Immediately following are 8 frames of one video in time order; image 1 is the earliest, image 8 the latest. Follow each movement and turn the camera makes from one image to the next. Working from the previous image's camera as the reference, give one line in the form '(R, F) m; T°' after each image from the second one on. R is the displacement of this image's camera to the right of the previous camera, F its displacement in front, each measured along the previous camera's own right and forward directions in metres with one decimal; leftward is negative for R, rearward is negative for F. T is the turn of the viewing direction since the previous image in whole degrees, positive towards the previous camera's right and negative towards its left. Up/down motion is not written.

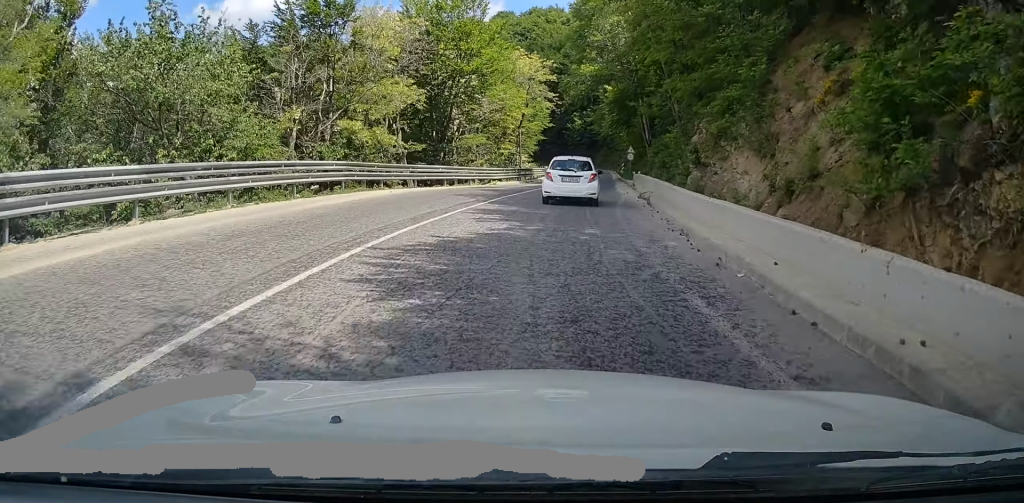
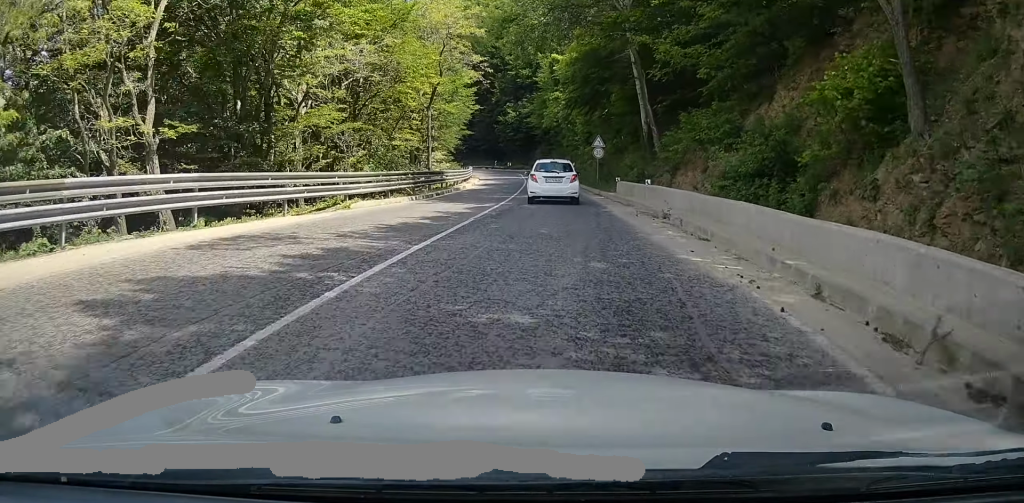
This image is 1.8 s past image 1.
(+1.4, +21.8) m; +7°
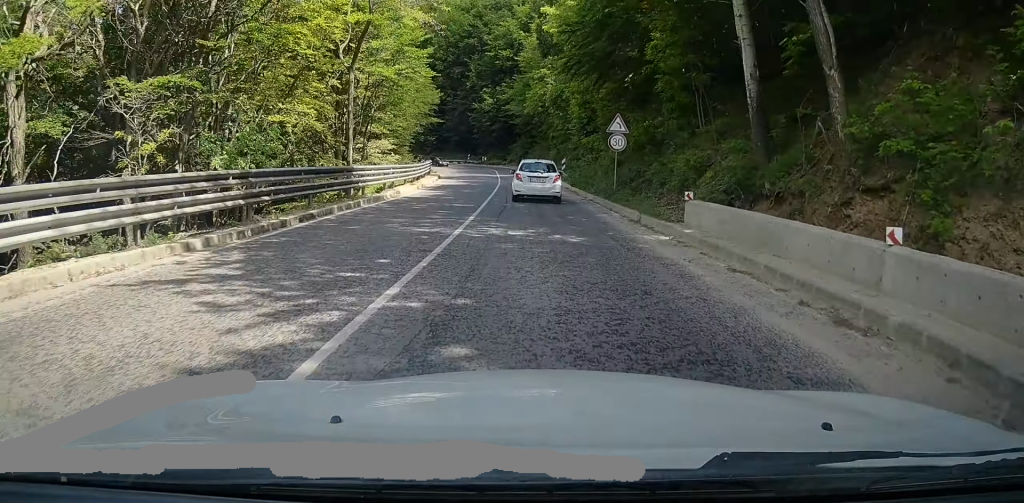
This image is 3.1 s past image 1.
(+0.5, +15.1) m; +1°
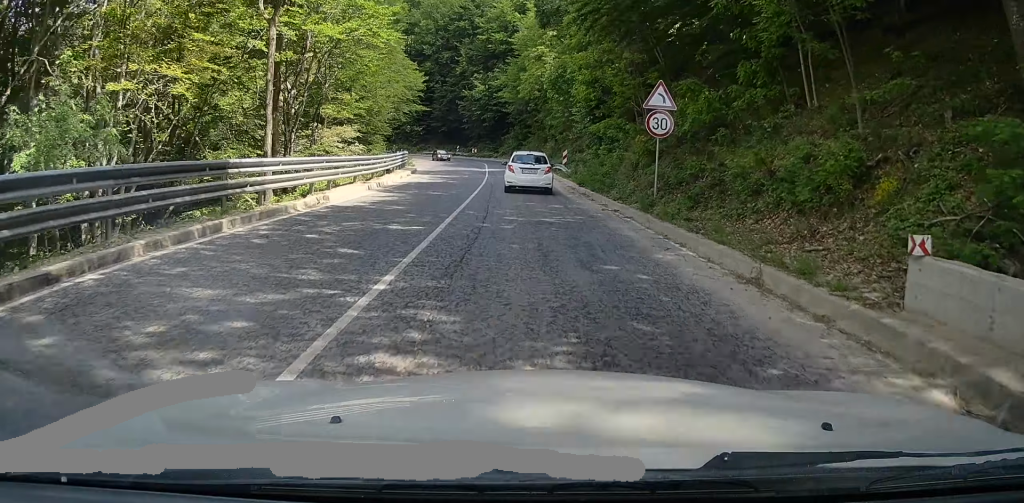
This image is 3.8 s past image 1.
(0.0, +8.0) m; -1°
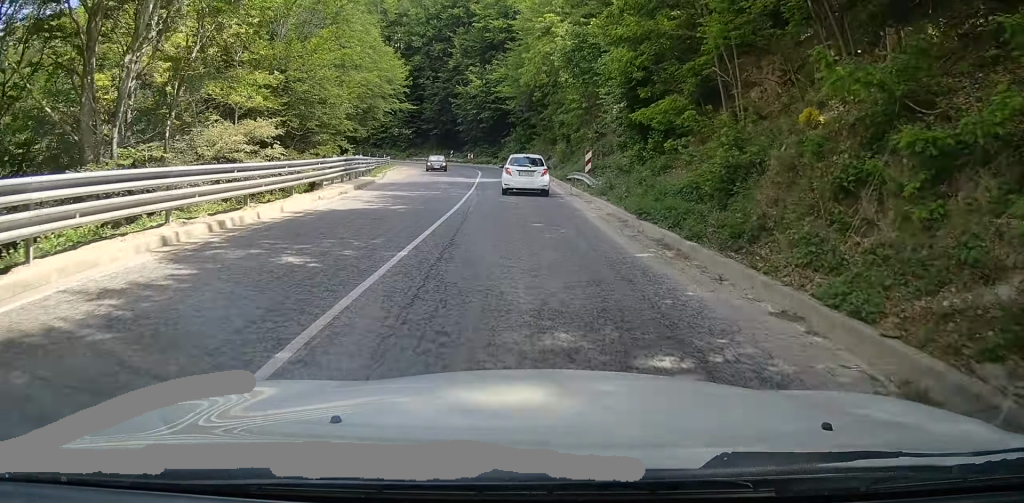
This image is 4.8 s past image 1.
(-0.1, +12.0) m; 0°
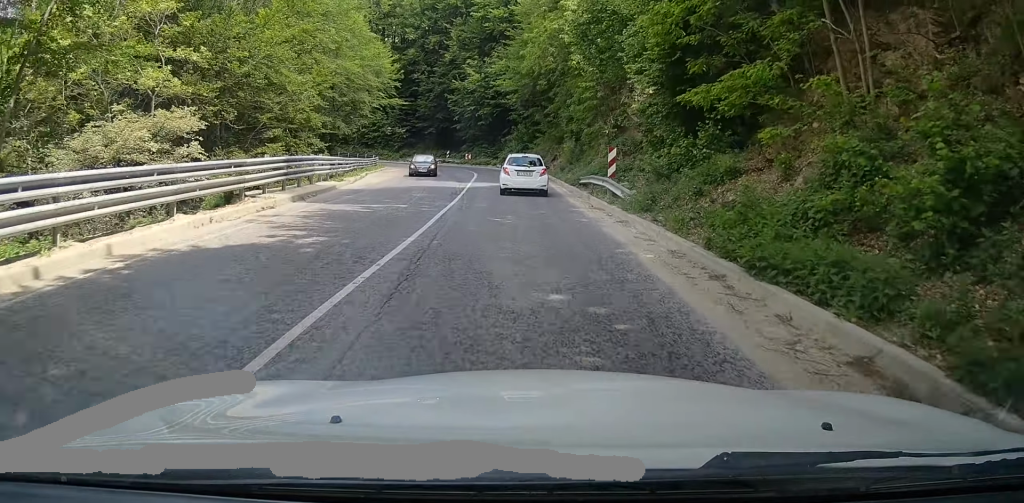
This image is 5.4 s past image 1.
(0.0, +6.1) m; 0°
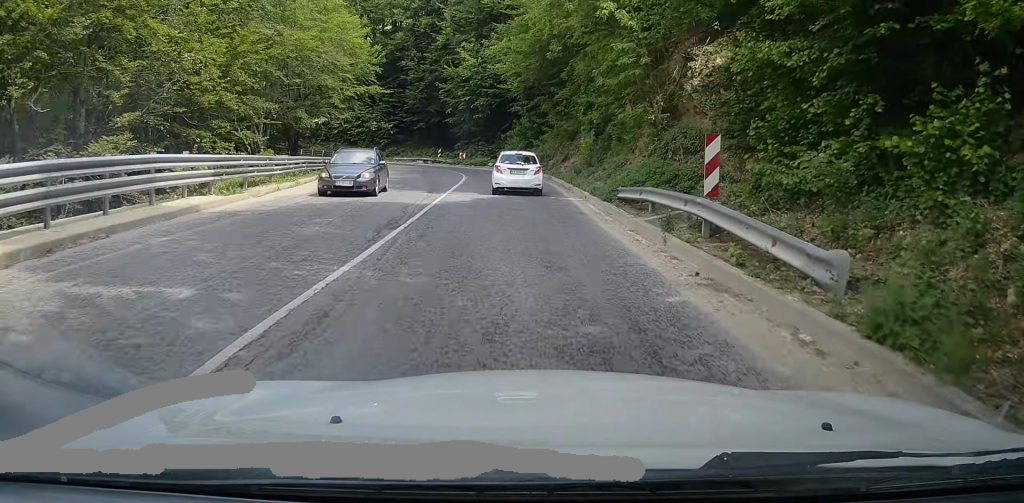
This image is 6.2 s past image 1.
(0.0, +9.8) m; 0°
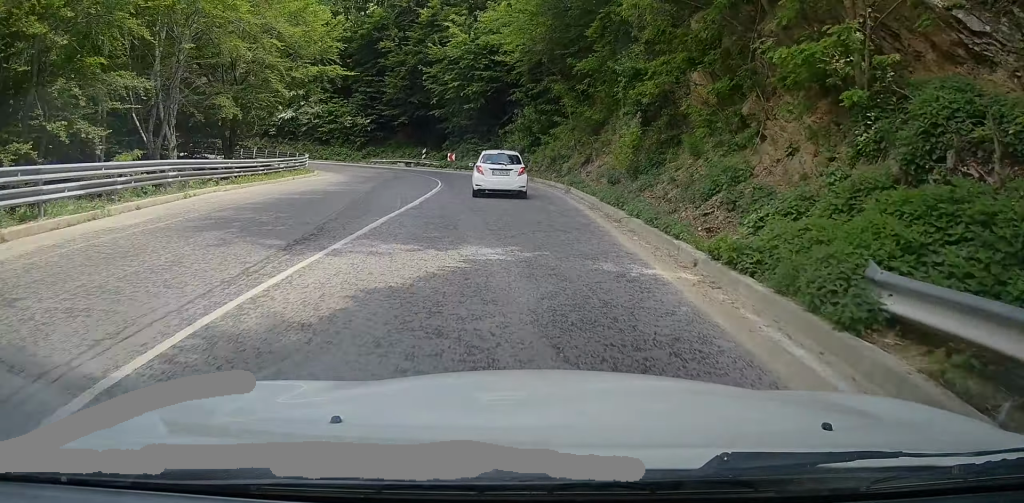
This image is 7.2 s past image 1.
(-0.1, +12.2) m; 0°
